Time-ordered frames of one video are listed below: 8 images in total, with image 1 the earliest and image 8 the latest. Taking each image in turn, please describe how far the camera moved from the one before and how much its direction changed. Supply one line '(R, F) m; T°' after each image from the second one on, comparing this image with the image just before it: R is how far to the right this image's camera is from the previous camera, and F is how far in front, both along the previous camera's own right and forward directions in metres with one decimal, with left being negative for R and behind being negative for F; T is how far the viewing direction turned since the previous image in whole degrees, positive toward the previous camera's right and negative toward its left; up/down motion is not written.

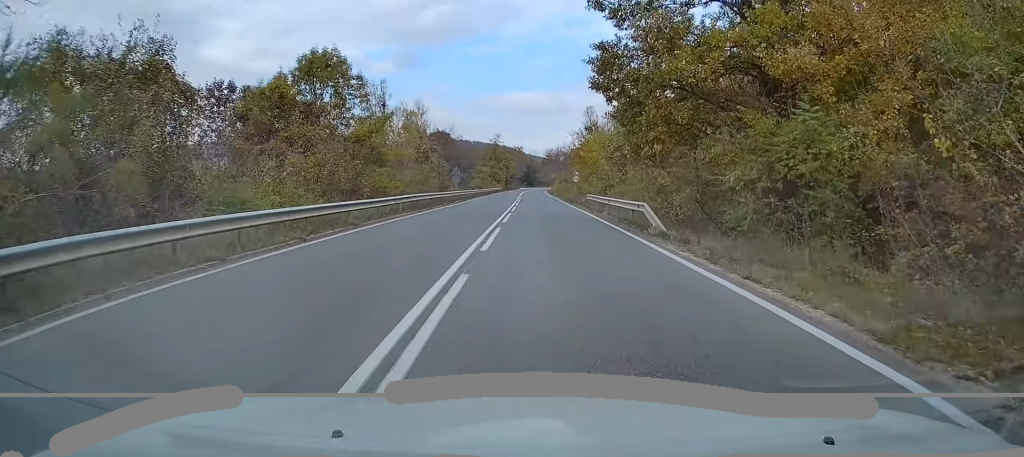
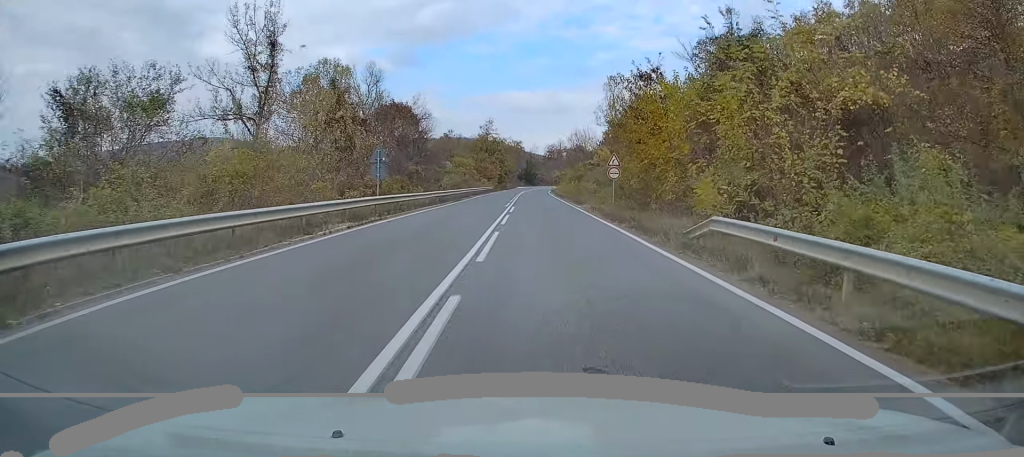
(+0.3, +28.3) m; 0°
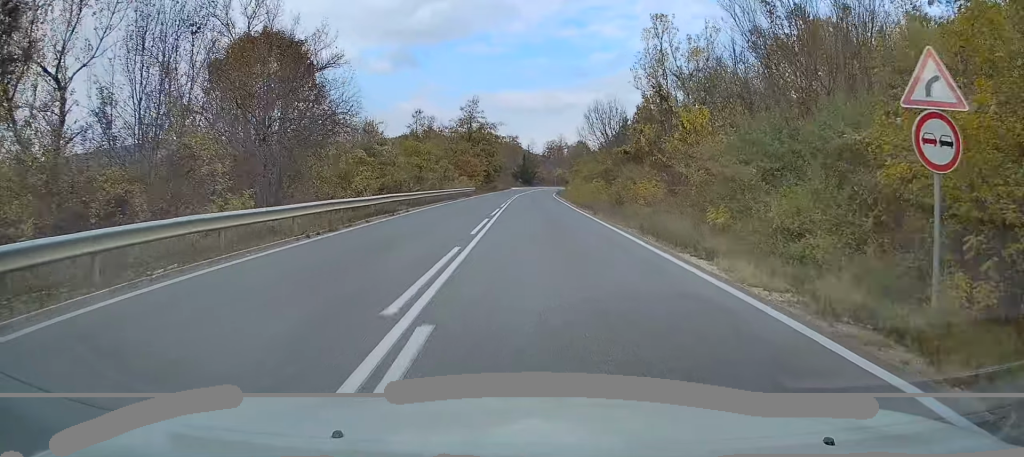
(-0.3, +28.4) m; -1°
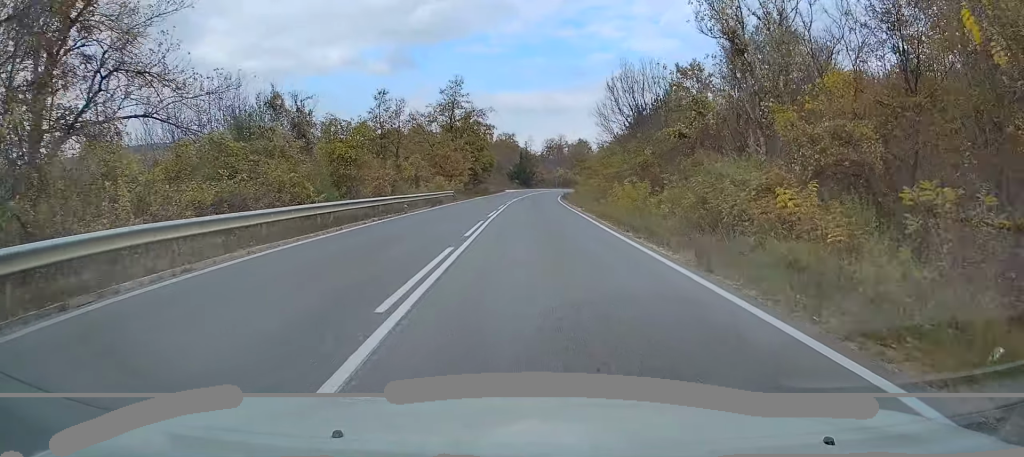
(-0.2, +17.7) m; 0°
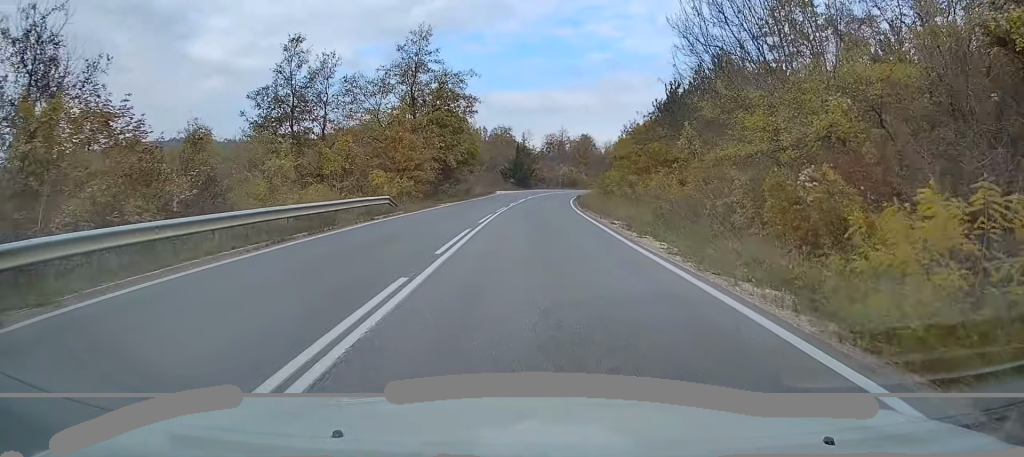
(+0.4, +21.9) m; 0°
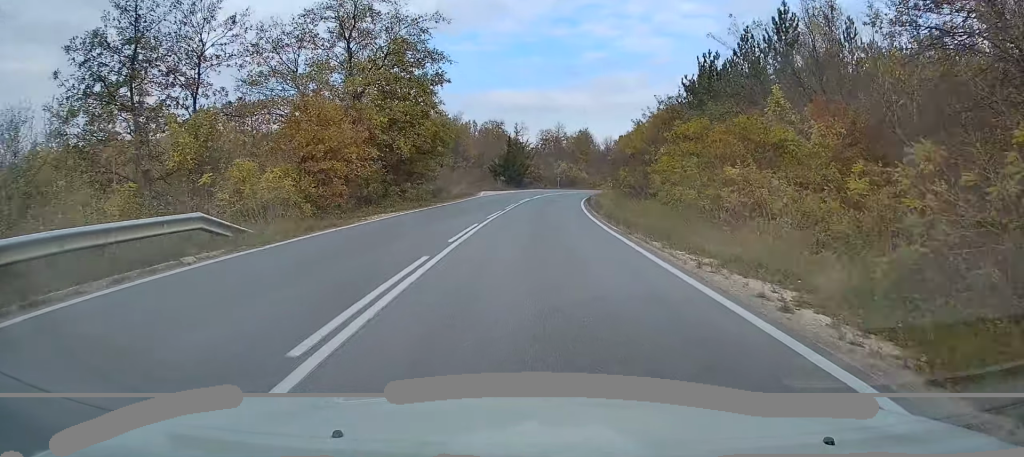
(-0.2, +15.5) m; 0°
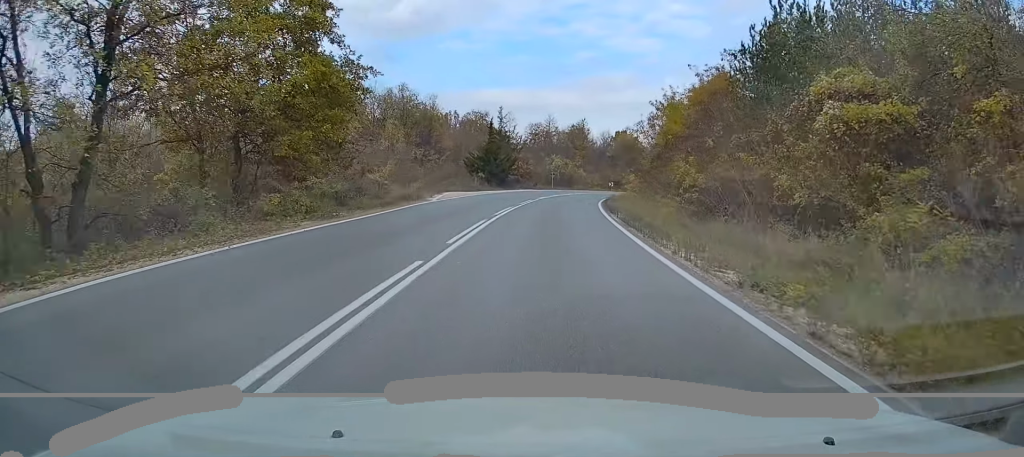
(+0.2, +19.0) m; +1°
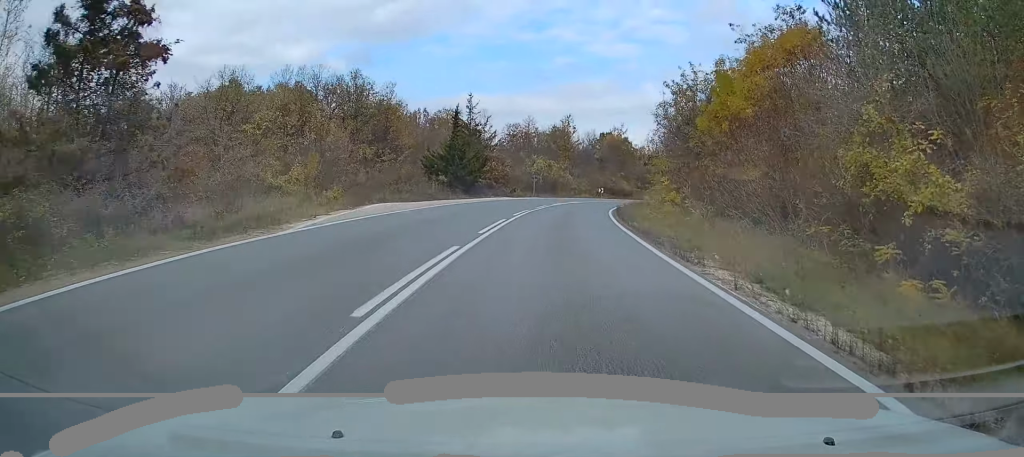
(+0.2, +15.5) m; +2°
